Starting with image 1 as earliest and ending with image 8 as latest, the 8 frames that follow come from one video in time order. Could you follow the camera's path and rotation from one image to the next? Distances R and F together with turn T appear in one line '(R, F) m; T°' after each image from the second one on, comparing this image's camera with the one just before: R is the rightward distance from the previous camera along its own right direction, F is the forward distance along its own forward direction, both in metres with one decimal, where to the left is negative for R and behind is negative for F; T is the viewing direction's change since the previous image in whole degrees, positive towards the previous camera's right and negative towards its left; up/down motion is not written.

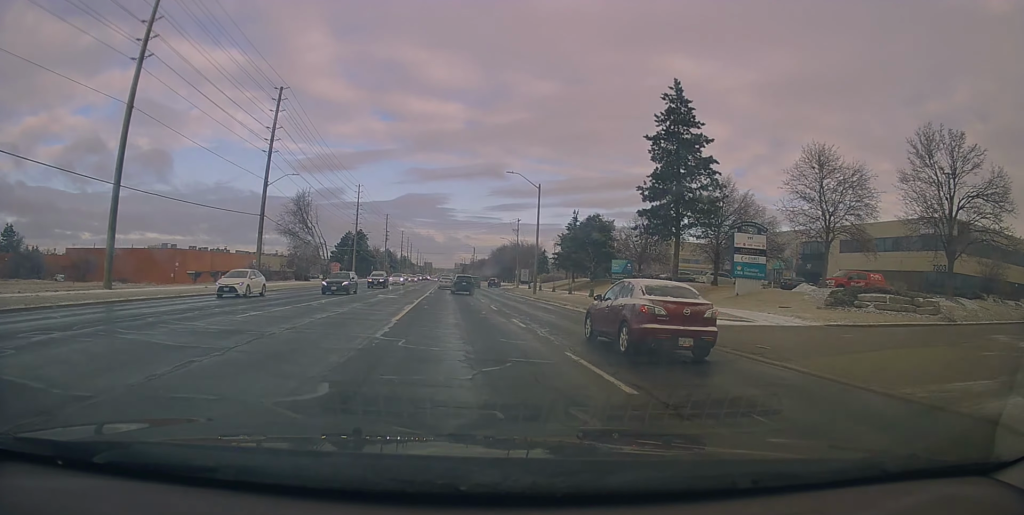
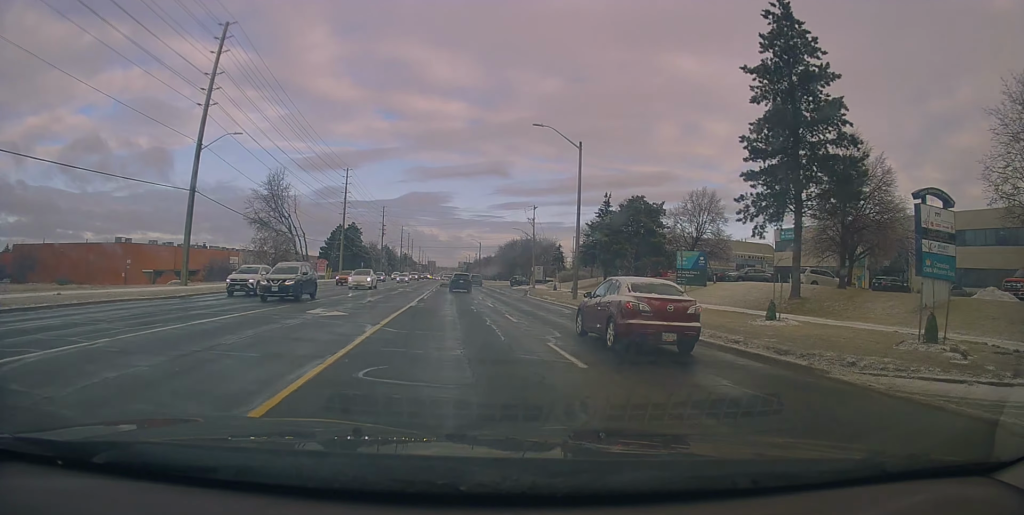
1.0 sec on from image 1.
(0.0, +16.2) m; -1°
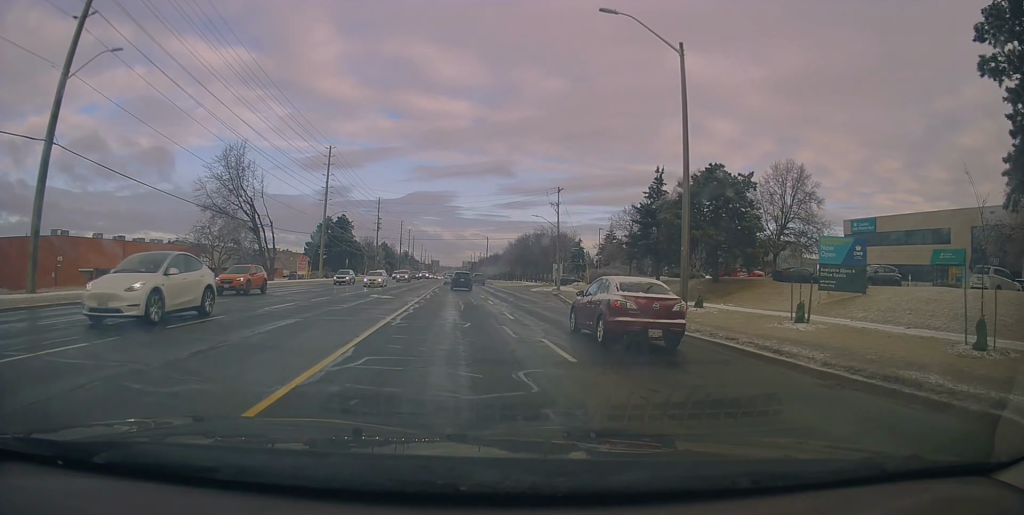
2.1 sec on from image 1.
(-0.3, +17.2) m; +1°
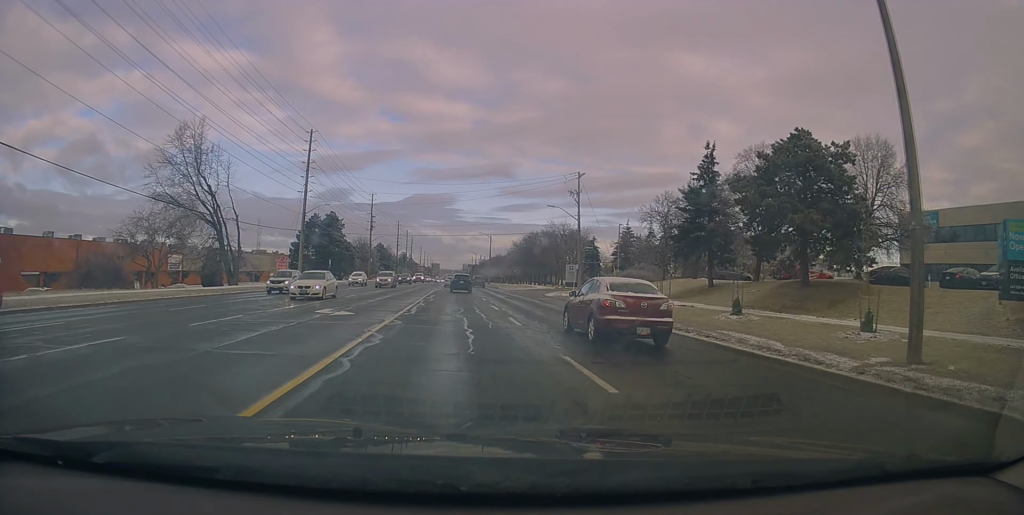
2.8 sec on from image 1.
(+0.3, +11.1) m; +1°
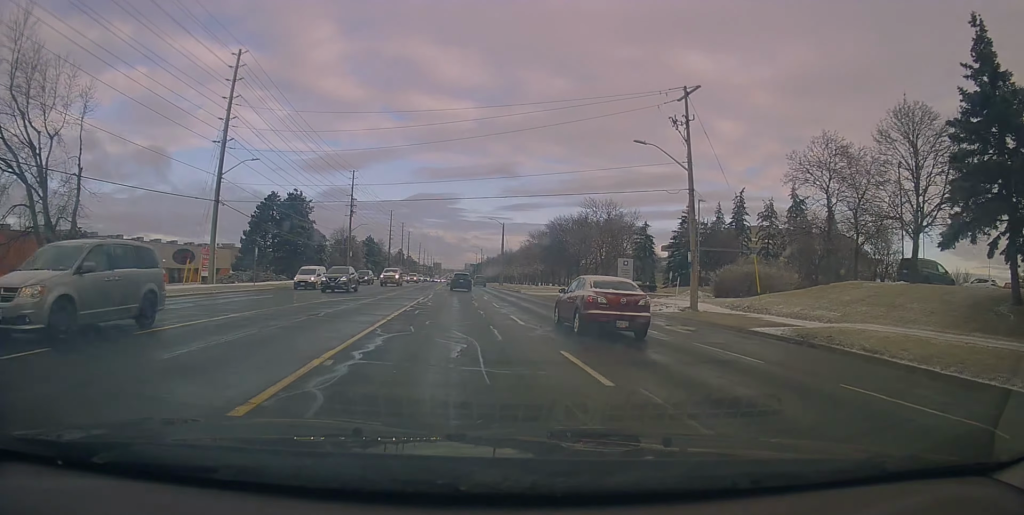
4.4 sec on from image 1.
(-0.3, +27.1) m; -2°
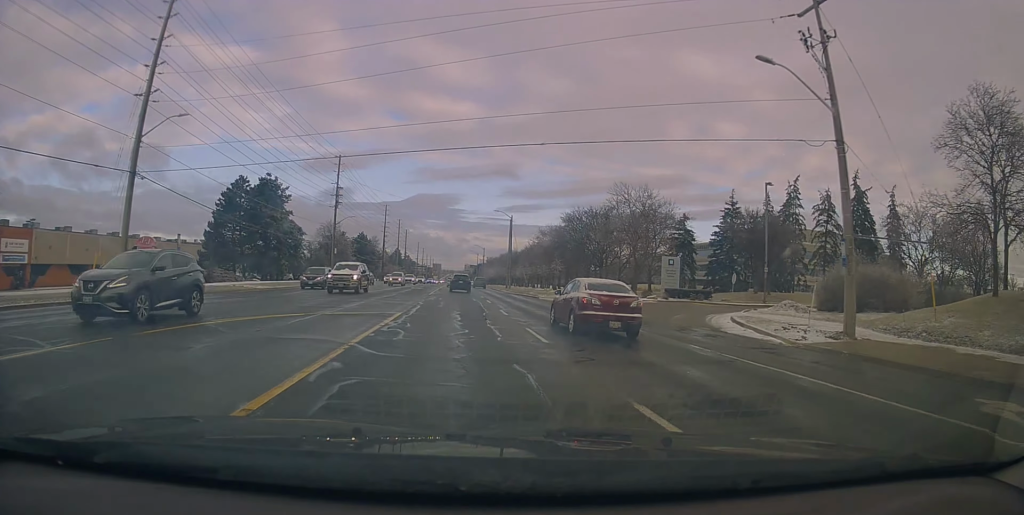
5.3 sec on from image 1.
(-0.1, +13.4) m; 0°
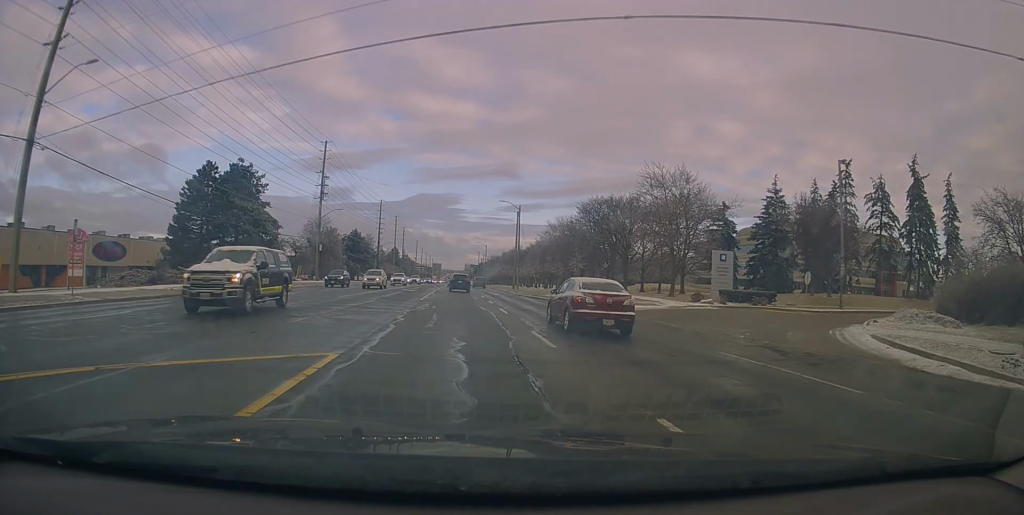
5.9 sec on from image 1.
(-0.1, +9.8) m; +1°
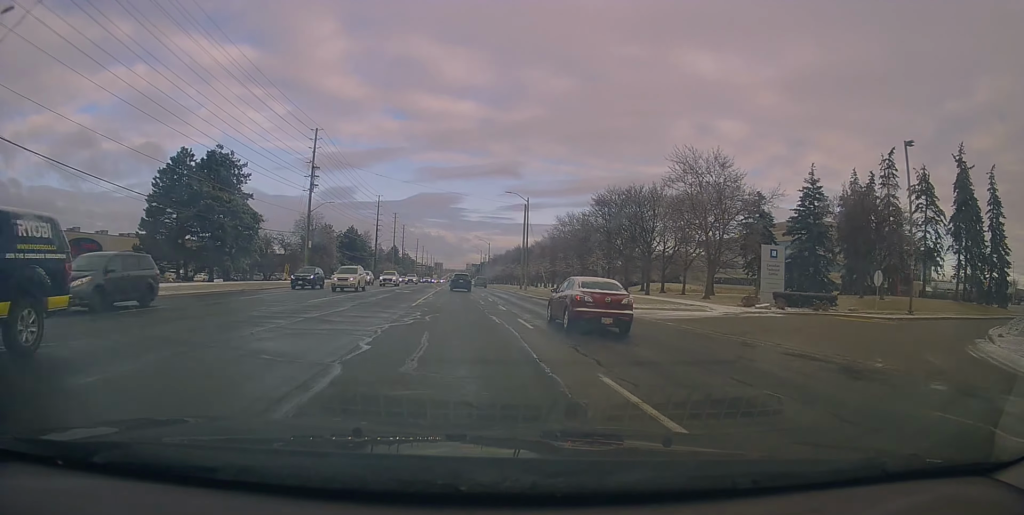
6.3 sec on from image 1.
(+0.1, +6.6) m; 0°
